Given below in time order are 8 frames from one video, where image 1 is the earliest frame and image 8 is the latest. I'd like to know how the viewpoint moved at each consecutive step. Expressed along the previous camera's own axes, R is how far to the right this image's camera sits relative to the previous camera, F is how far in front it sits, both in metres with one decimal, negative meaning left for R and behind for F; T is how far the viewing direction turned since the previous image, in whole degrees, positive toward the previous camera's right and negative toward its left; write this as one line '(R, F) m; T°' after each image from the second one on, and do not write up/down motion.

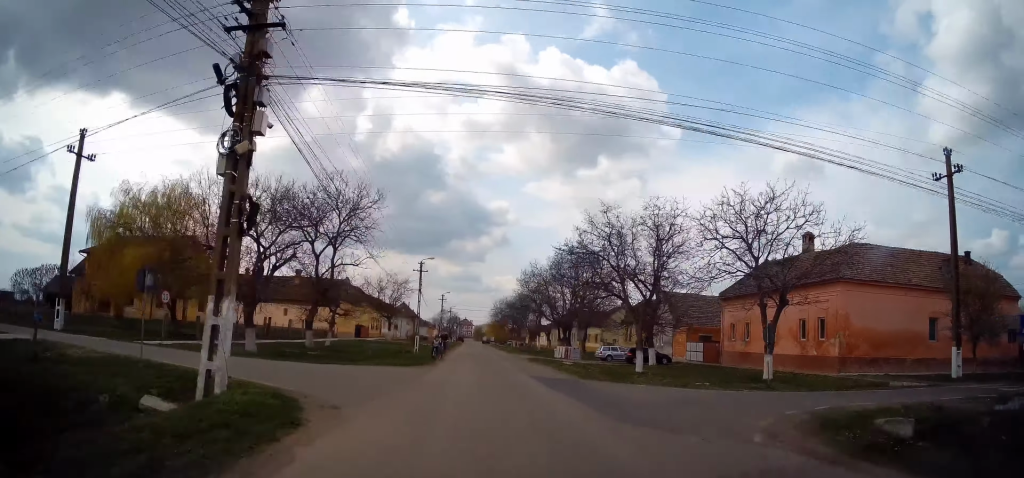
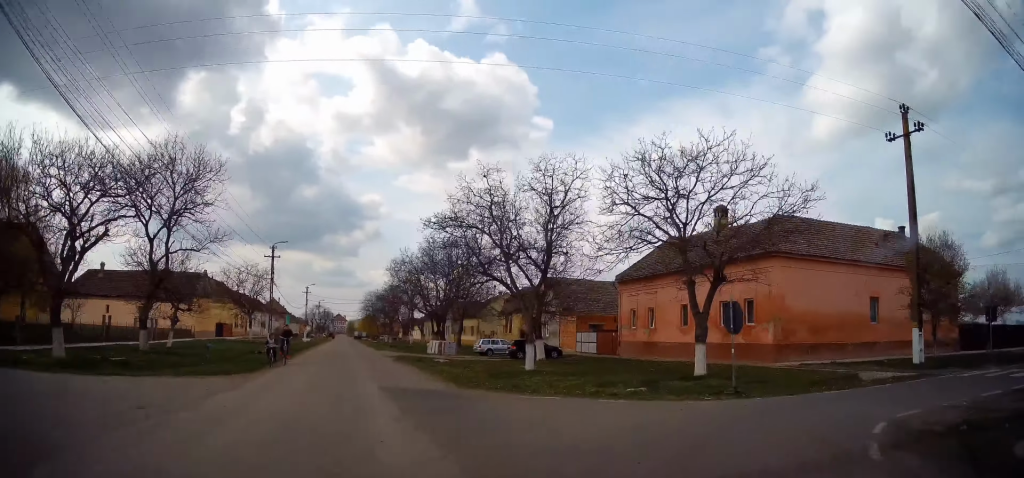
(+0.4, +7.3) m; +14°
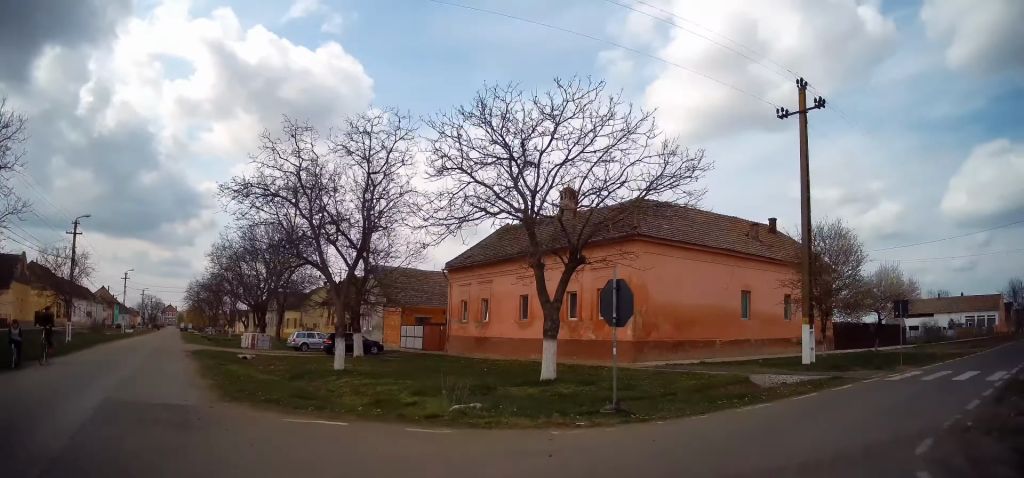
(+1.1, +5.3) m; +23°
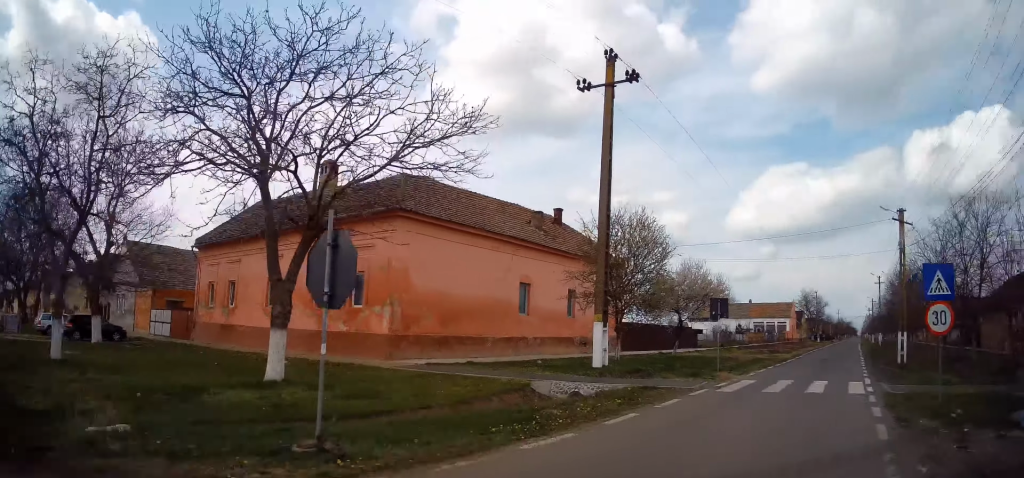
(+0.8, +4.1) m; +21°
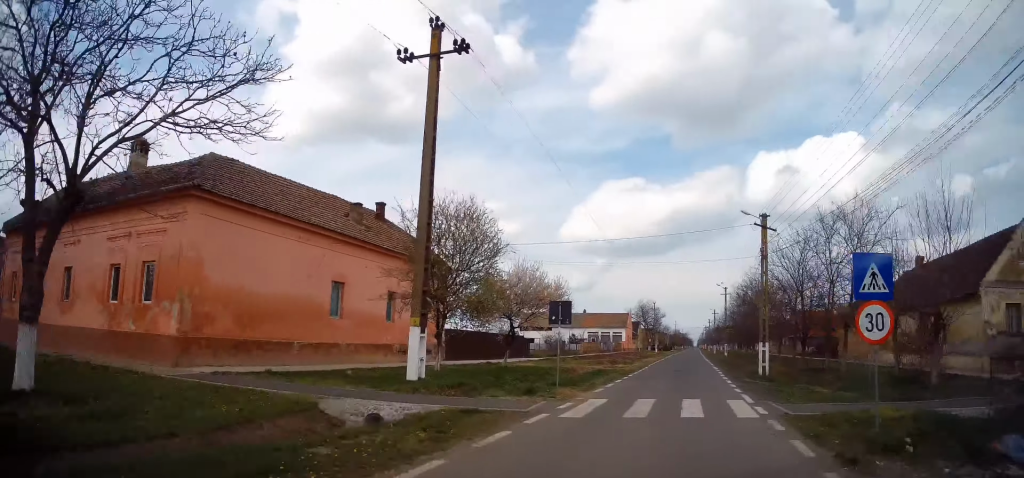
(0.0, +2.9) m; +14°
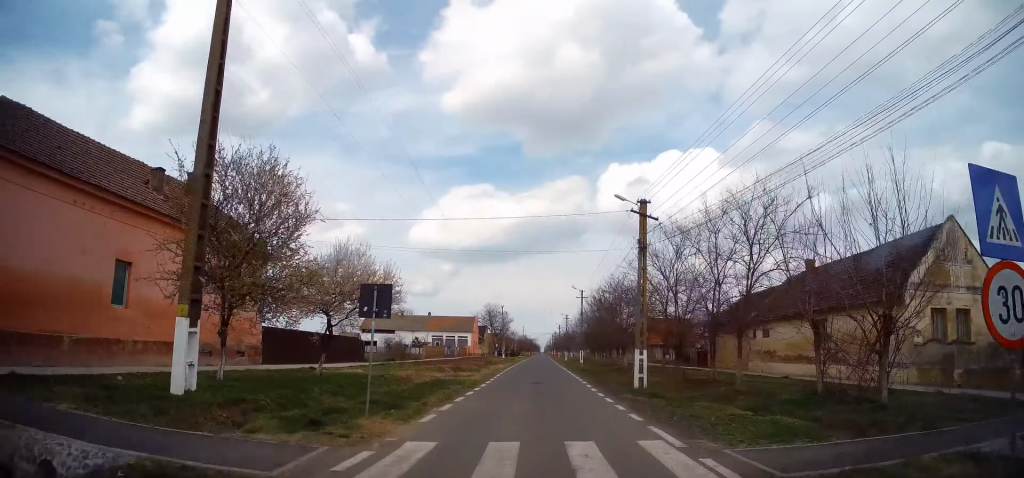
(+0.9, +4.4) m; +16°
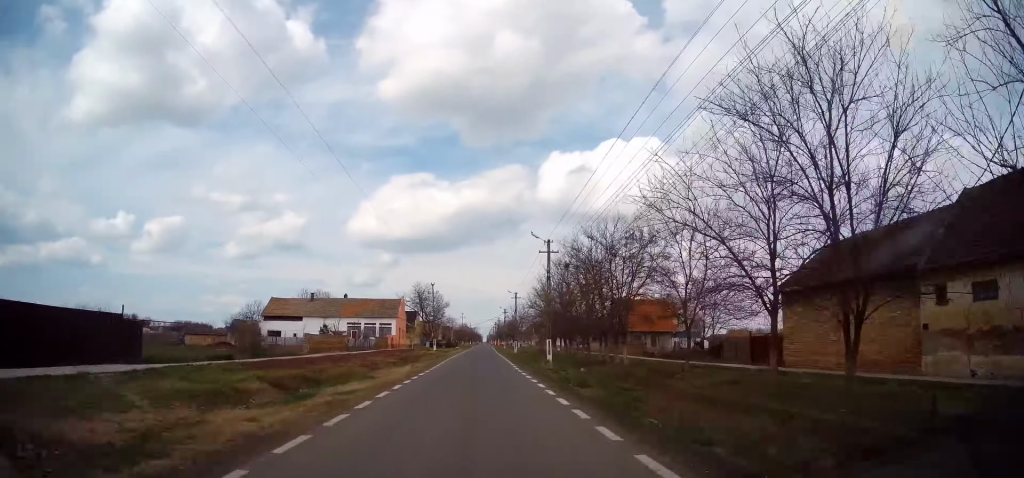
(+3.7, +19.8) m; +11°
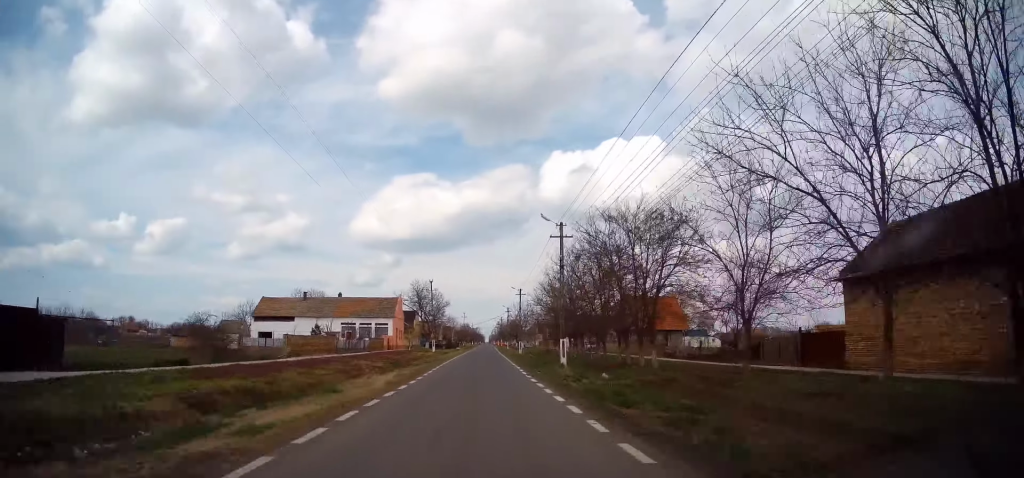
(-0.1, +5.0) m; -1°
